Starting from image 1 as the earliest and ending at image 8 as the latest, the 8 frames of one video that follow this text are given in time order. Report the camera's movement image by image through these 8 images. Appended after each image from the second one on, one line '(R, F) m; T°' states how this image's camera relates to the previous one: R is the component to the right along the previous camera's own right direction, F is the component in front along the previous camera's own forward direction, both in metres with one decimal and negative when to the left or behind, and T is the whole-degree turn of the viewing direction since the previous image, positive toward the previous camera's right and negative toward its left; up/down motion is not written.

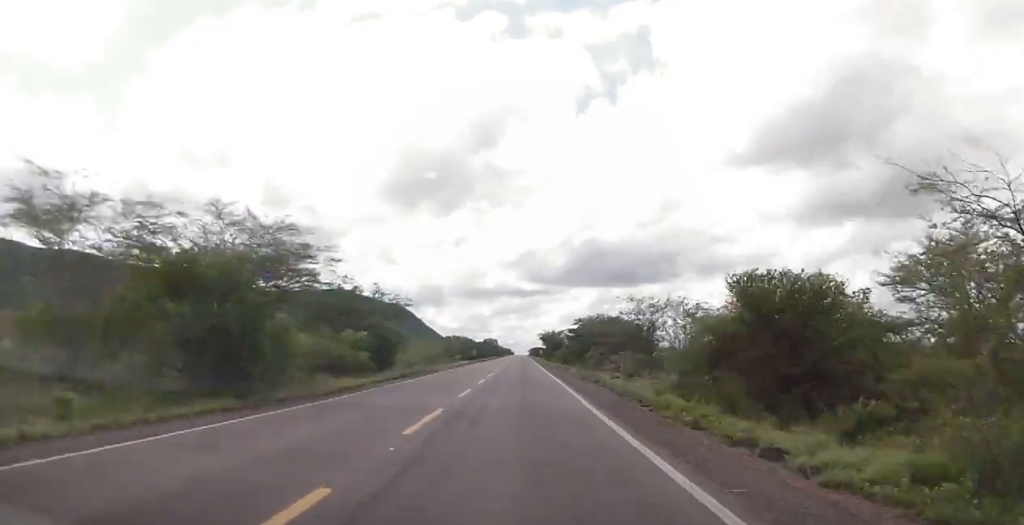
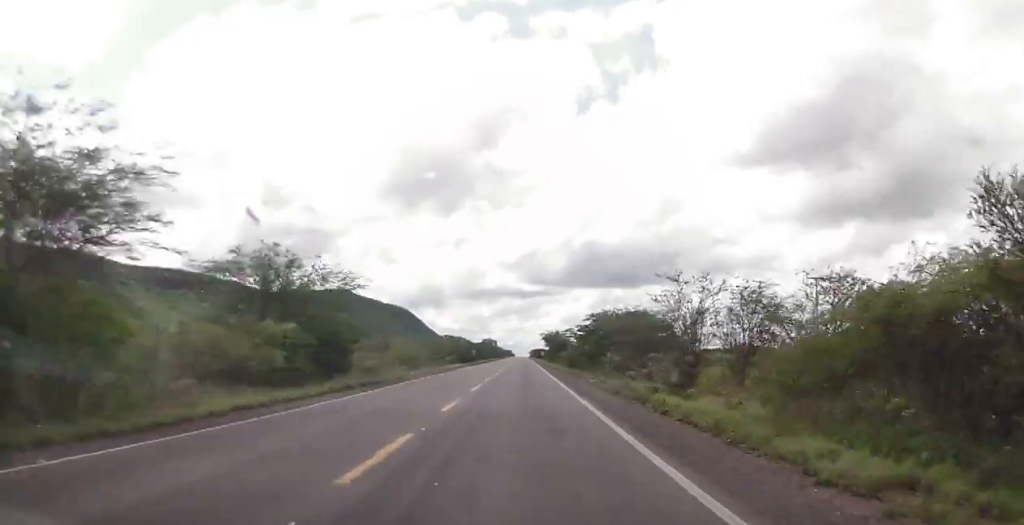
(+0.1, +12.0) m; 0°
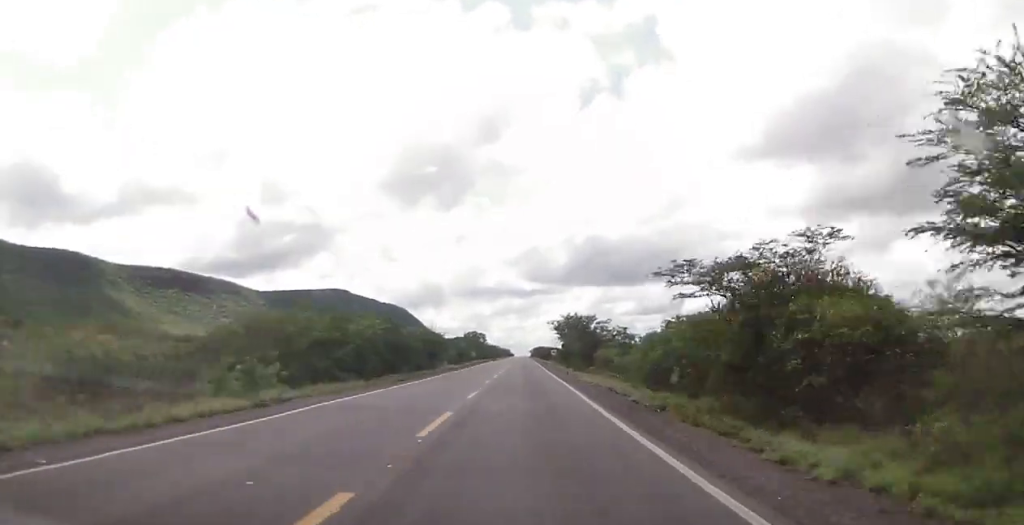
(-0.2, +52.9) m; -1°
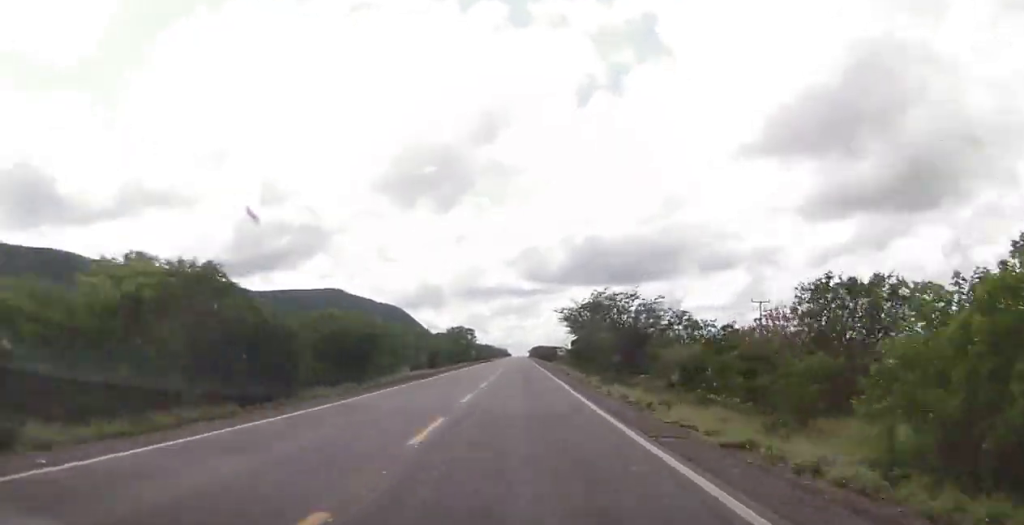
(+0.2, +25.0) m; 0°
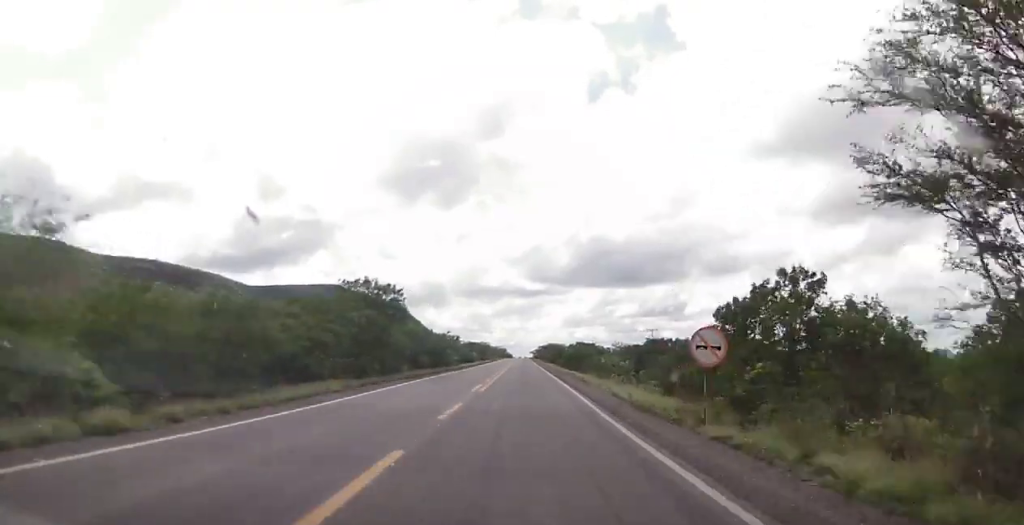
(+0.4, +60.9) m; +1°
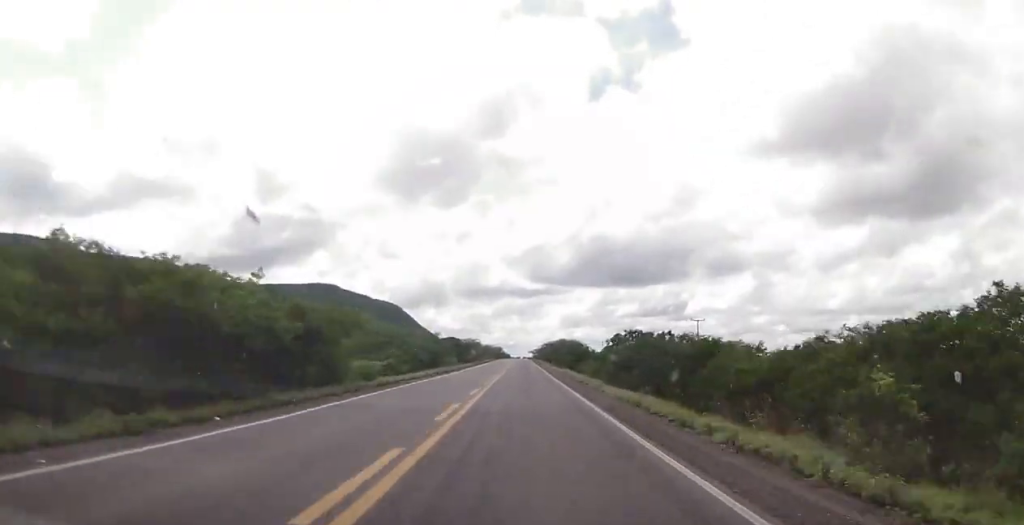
(-0.3, +41.0) m; 0°
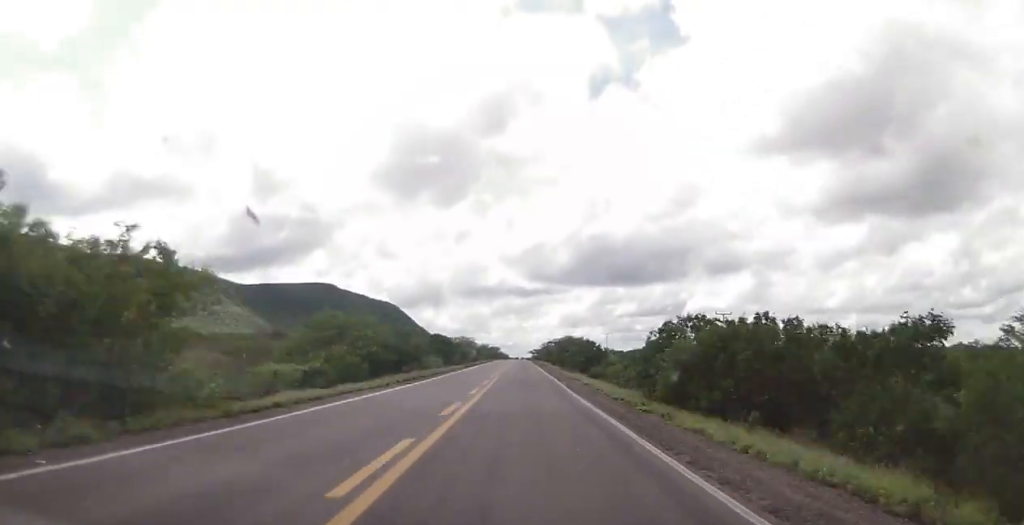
(0.0, +15.0) m; 0°
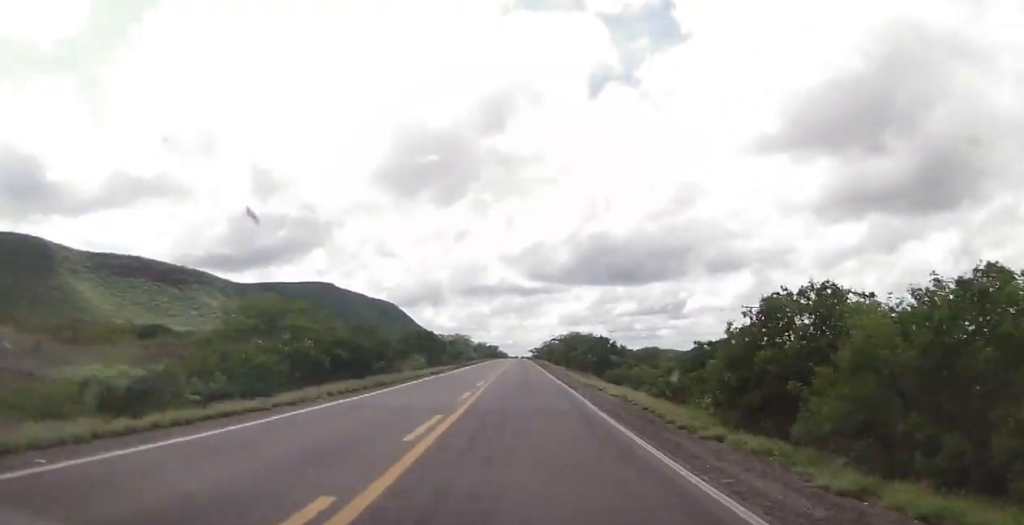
(0.0, +12.0) m; 0°
